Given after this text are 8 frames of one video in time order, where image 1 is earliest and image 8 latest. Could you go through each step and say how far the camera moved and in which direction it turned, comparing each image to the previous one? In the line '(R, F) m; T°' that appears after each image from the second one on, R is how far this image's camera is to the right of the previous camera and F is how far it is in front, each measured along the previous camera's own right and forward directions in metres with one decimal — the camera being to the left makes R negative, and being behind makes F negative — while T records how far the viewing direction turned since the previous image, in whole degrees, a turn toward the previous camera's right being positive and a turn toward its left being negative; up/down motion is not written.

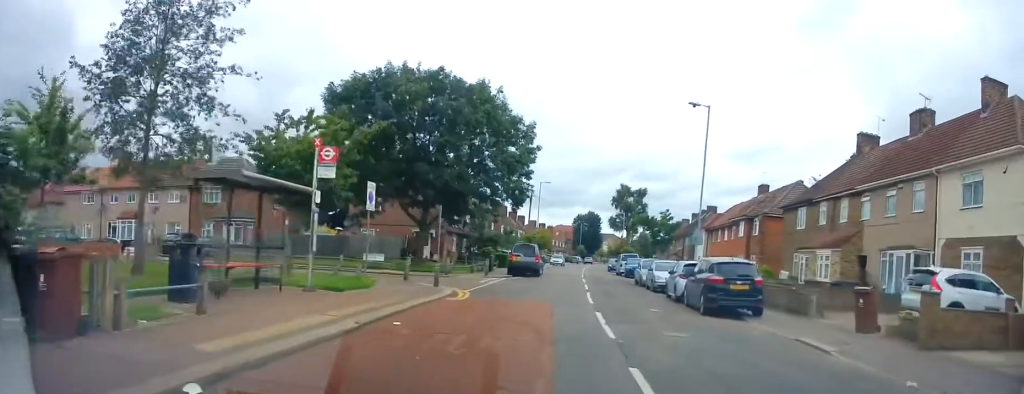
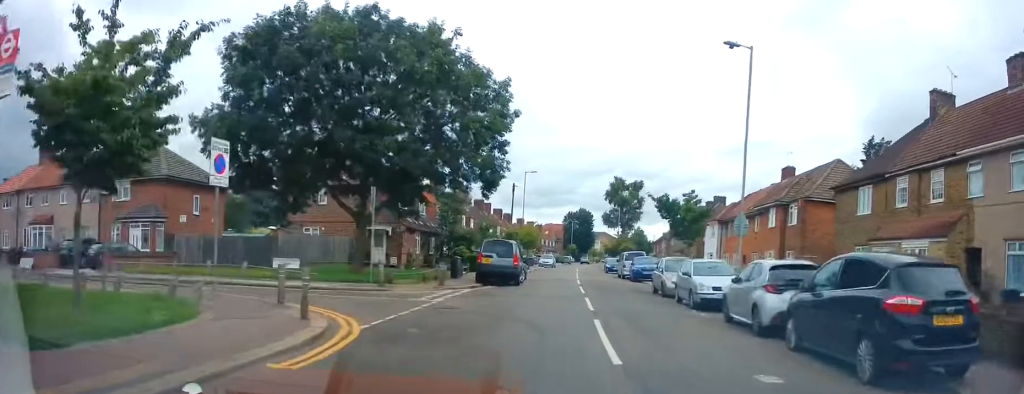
(+0.1, +9.6) m; 0°
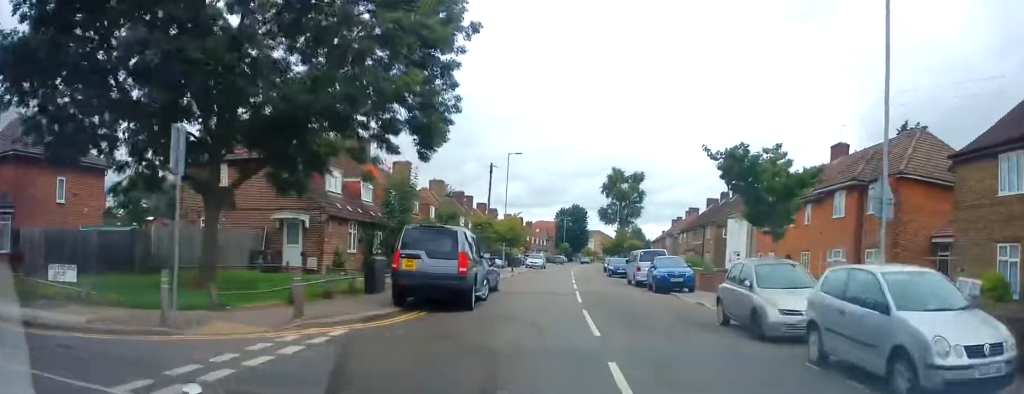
(0.0, +11.5) m; +1°
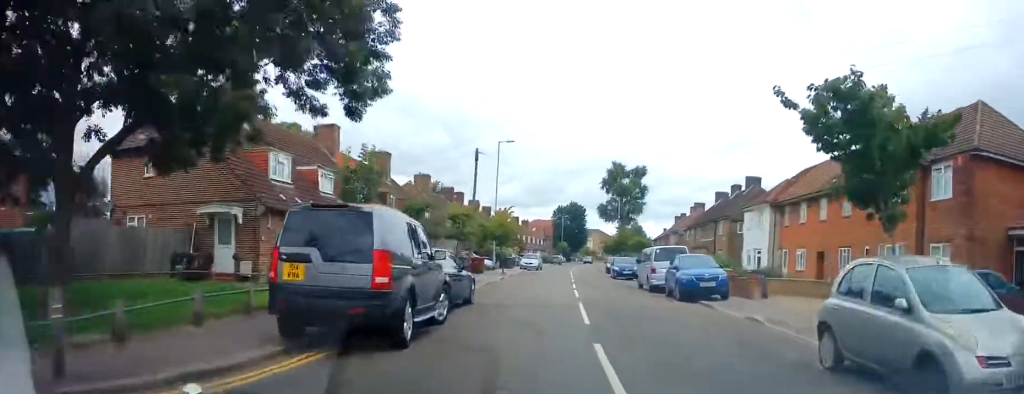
(+0.1, +5.7) m; +1°
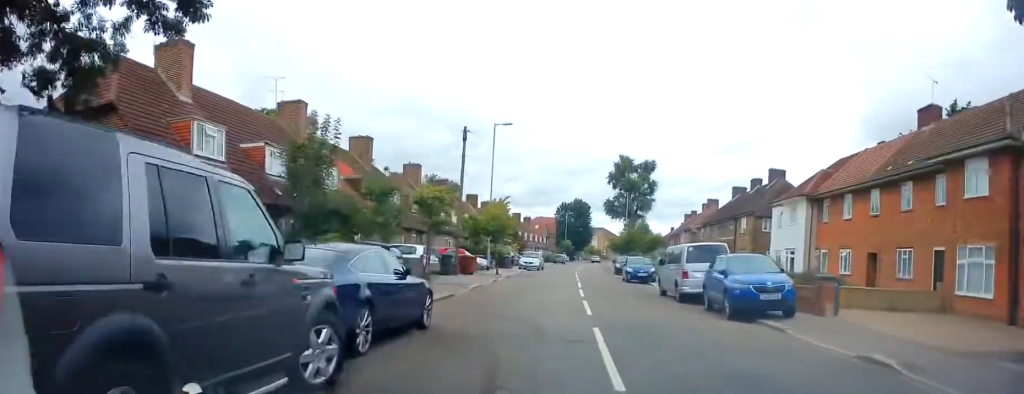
(0.0, +5.8) m; -1°
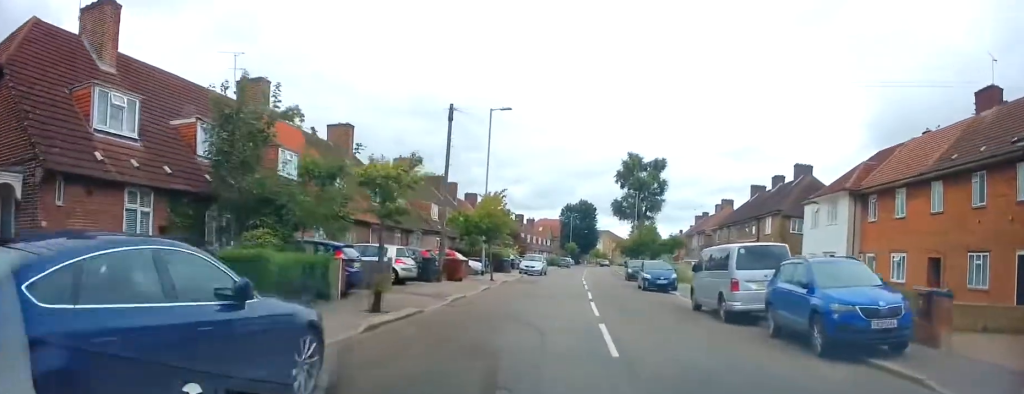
(-0.1, +5.1) m; -1°
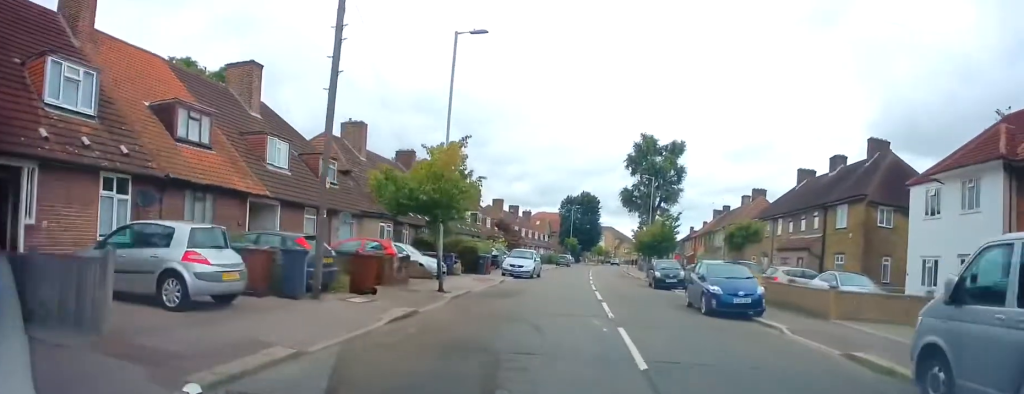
(-0.3, +12.5) m; 0°
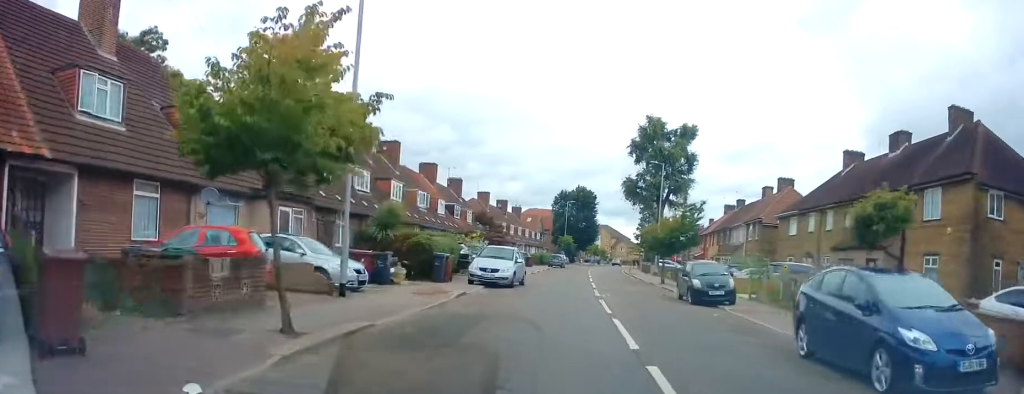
(+0.2, +9.6) m; +2°
